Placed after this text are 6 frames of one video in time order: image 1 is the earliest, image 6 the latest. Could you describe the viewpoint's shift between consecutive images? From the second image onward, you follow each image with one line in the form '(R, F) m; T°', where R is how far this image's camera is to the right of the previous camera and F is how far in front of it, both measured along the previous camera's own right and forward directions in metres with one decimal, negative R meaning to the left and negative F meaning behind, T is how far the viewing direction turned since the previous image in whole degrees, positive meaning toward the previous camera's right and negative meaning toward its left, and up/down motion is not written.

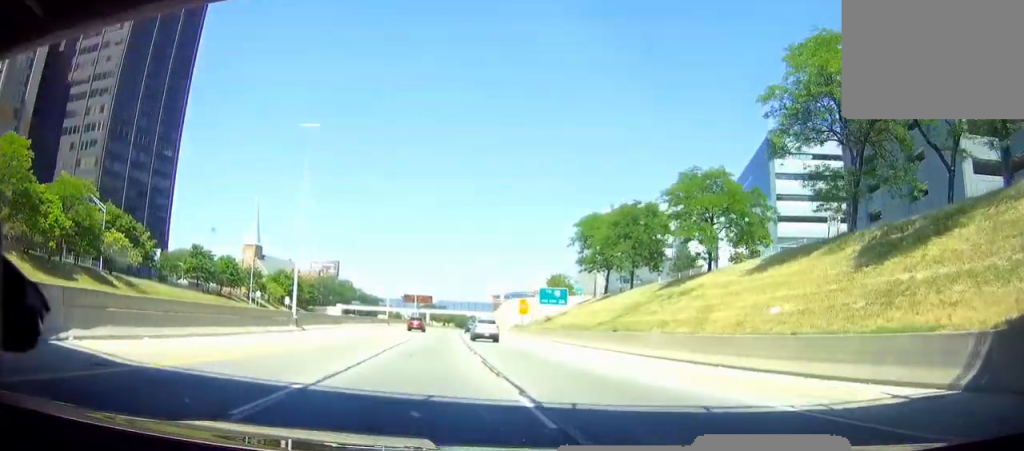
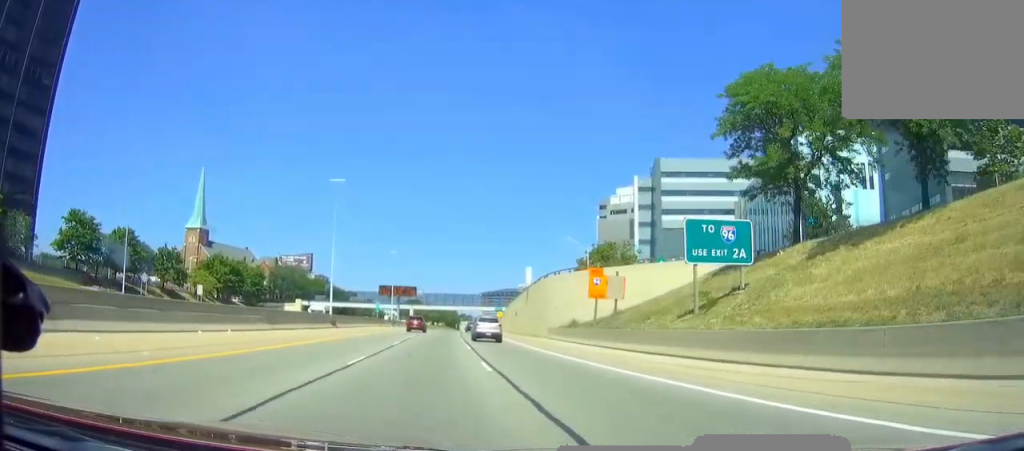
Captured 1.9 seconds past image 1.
(+1.0, +56.5) m; +3°
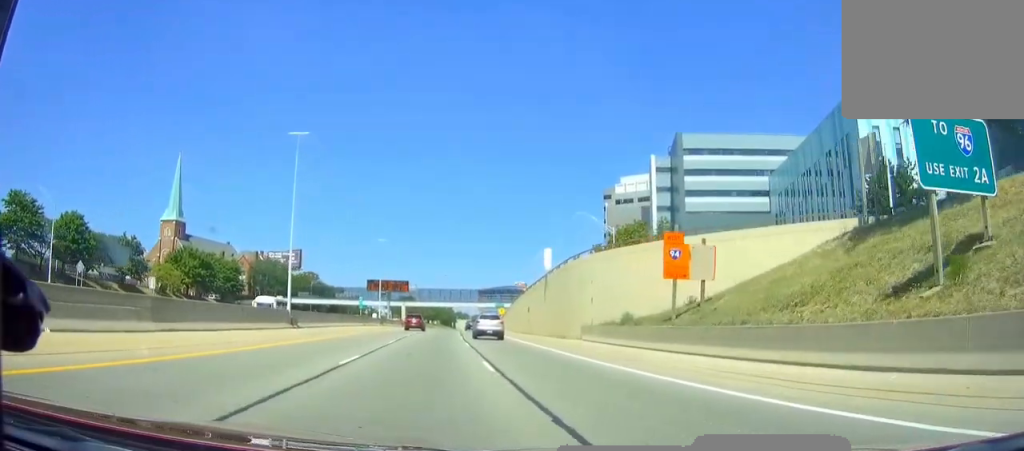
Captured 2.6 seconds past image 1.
(+0.3, +19.5) m; +1°
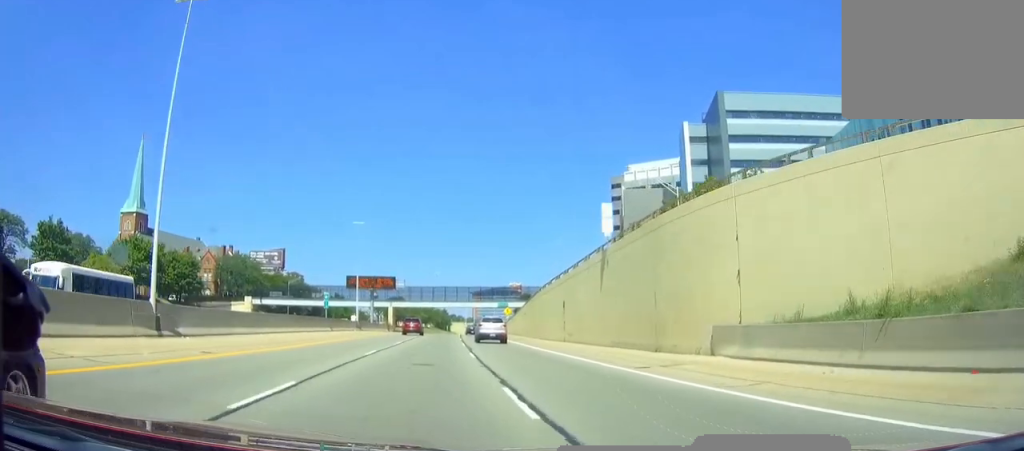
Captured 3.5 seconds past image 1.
(+0.2, +28.1) m; 0°
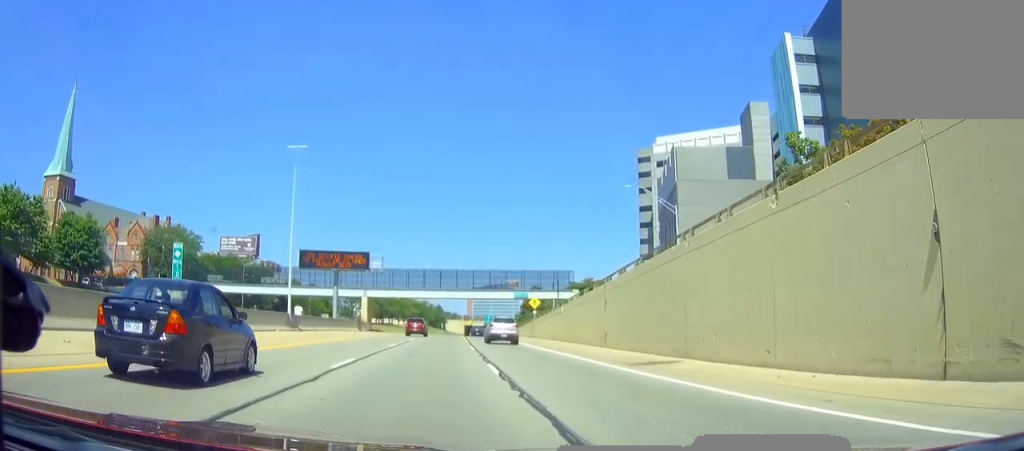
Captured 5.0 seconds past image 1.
(-1.1, +45.0) m; -2°
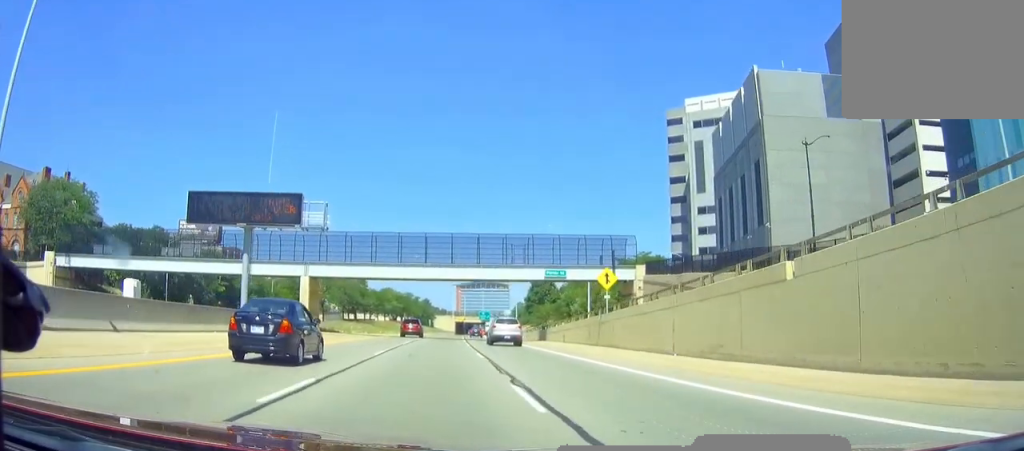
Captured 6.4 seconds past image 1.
(+0.3, +42.9) m; +2°
